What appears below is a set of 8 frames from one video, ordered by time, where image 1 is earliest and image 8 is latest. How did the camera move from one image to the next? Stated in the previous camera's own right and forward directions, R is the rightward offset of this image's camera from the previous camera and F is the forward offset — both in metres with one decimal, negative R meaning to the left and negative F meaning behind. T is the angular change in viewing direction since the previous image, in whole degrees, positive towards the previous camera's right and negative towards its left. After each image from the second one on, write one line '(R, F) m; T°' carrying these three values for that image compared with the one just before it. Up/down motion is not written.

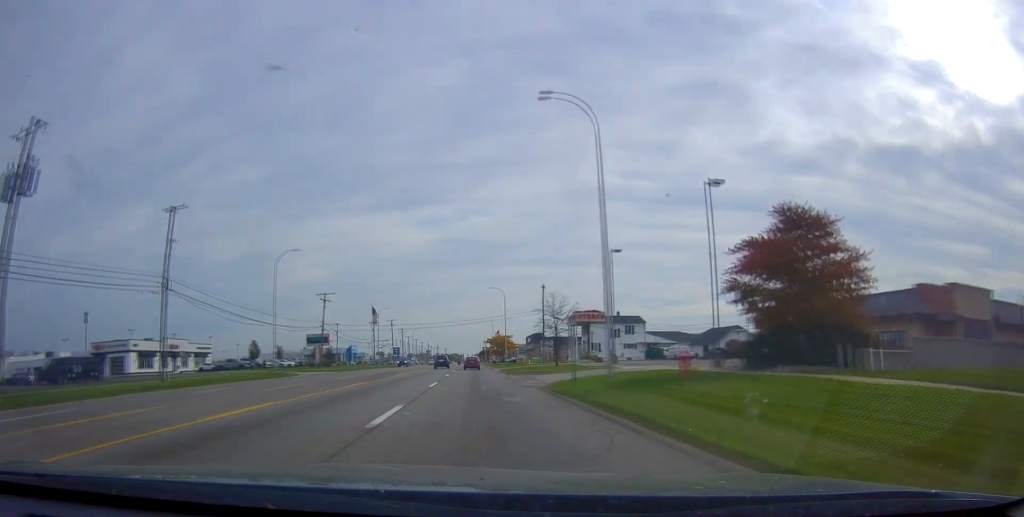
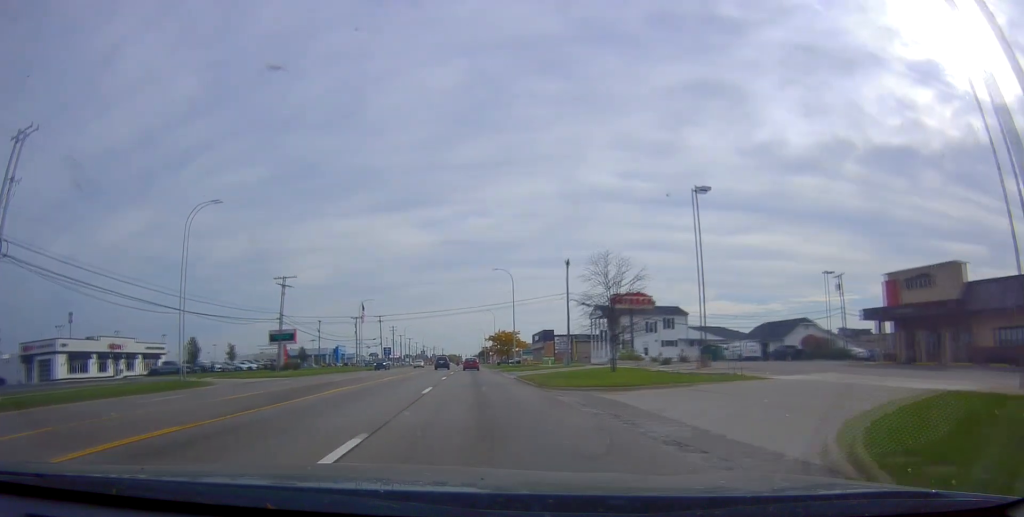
(+0.2, +20.5) m; +1°
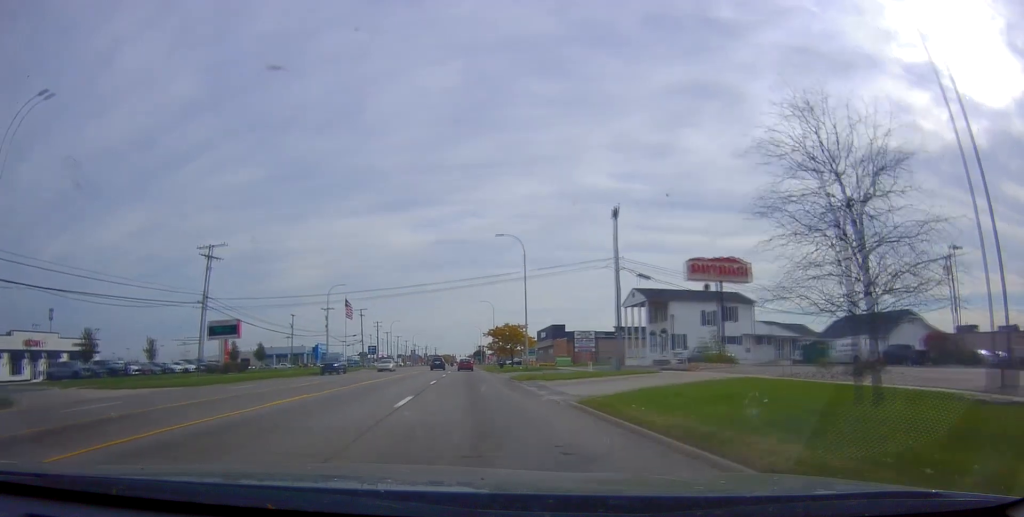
(0.0, +20.9) m; 0°
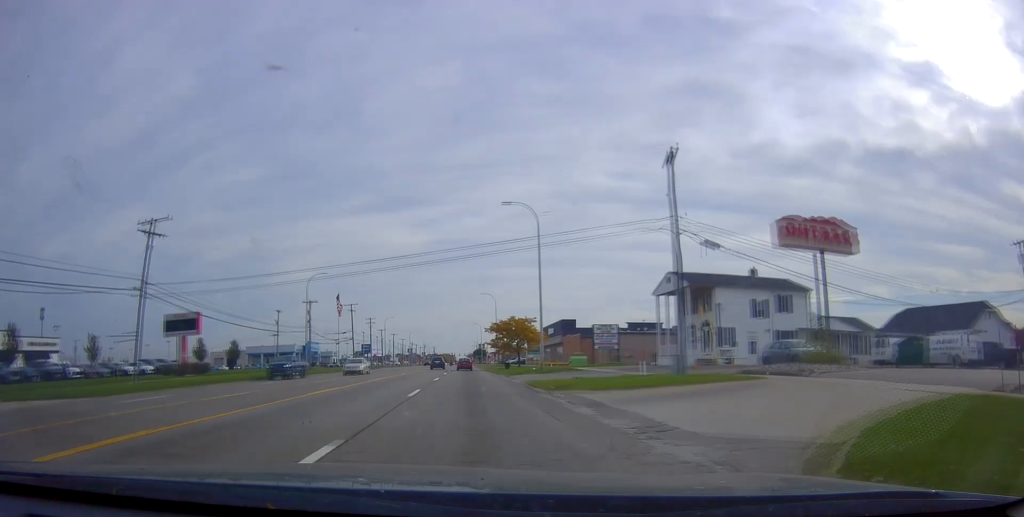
(0.0, +10.3) m; -1°
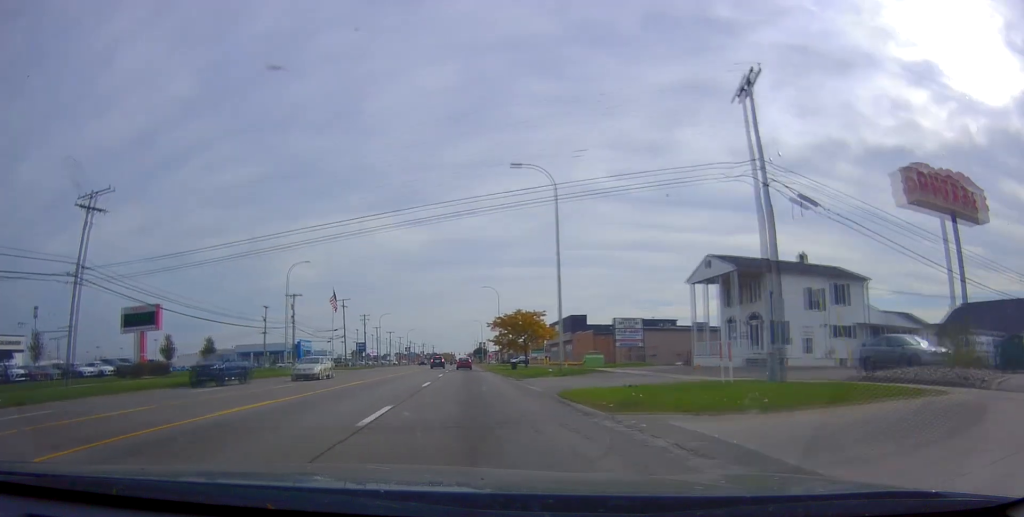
(+0.1, +8.5) m; -1°
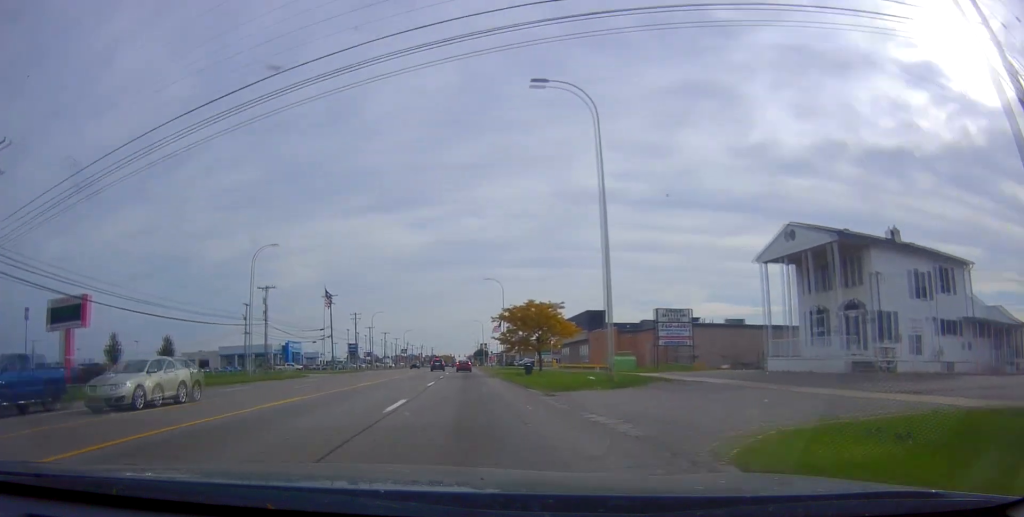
(-0.3, +11.4) m; 0°
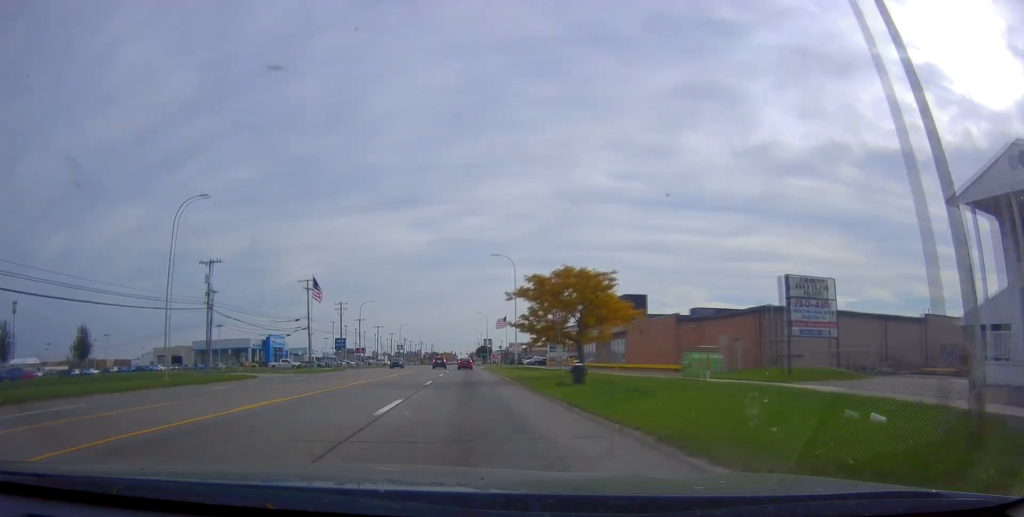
(0.0, +16.8) m; +1°
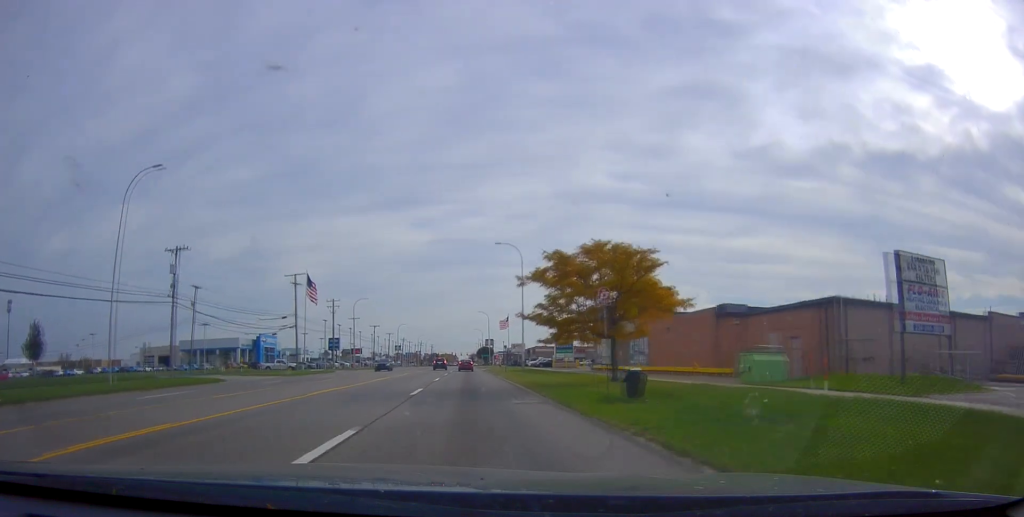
(+0.1, +7.2) m; +1°
